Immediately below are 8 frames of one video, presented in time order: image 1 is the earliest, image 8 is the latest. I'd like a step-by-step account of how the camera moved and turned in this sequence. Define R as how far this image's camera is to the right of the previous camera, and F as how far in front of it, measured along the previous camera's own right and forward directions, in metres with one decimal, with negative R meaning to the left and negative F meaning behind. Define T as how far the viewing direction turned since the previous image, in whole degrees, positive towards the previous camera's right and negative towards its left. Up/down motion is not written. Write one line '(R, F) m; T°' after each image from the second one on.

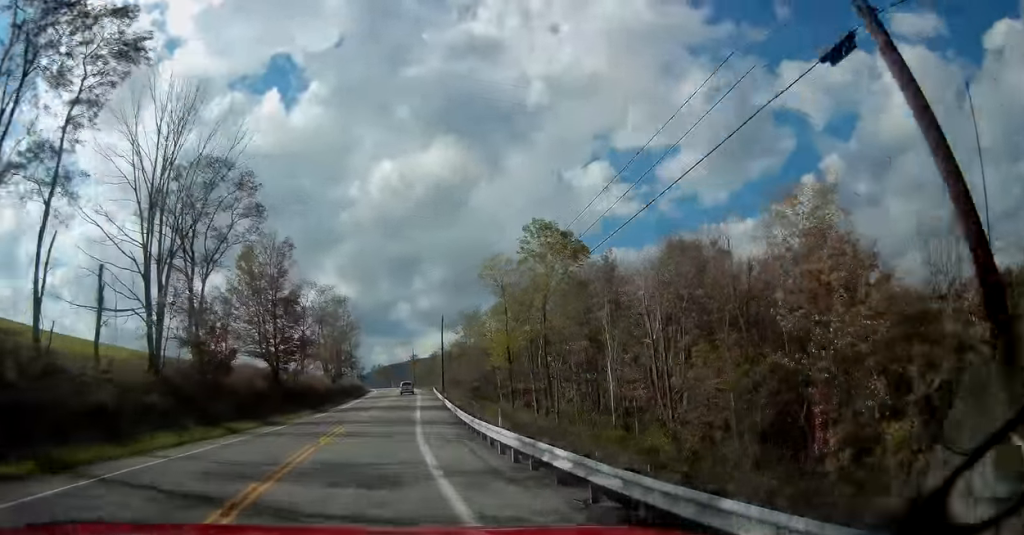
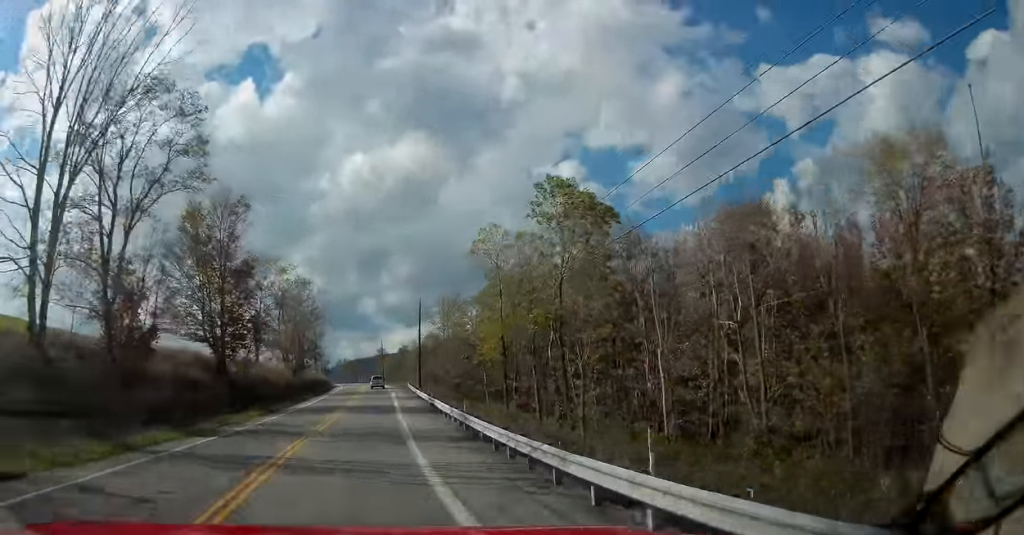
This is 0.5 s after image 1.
(+0.3, +10.1) m; +2°
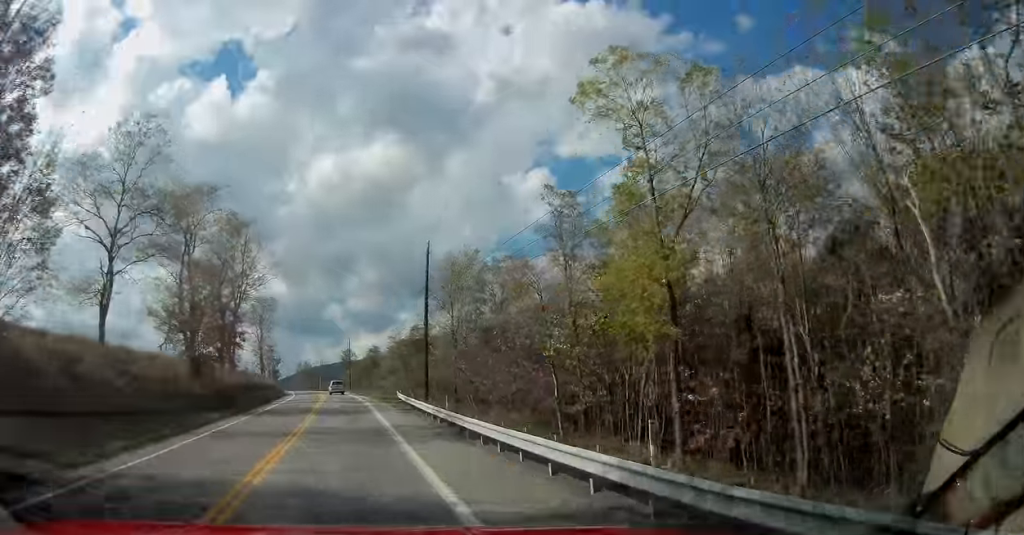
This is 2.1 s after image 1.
(+1.1, +30.2) m; +3°
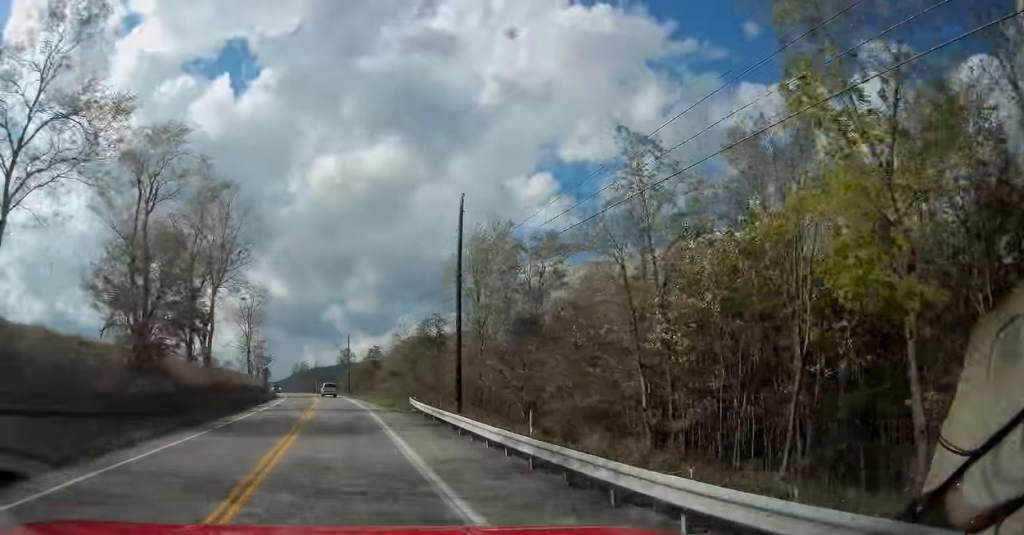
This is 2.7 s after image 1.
(+0.3, +10.2) m; 0°
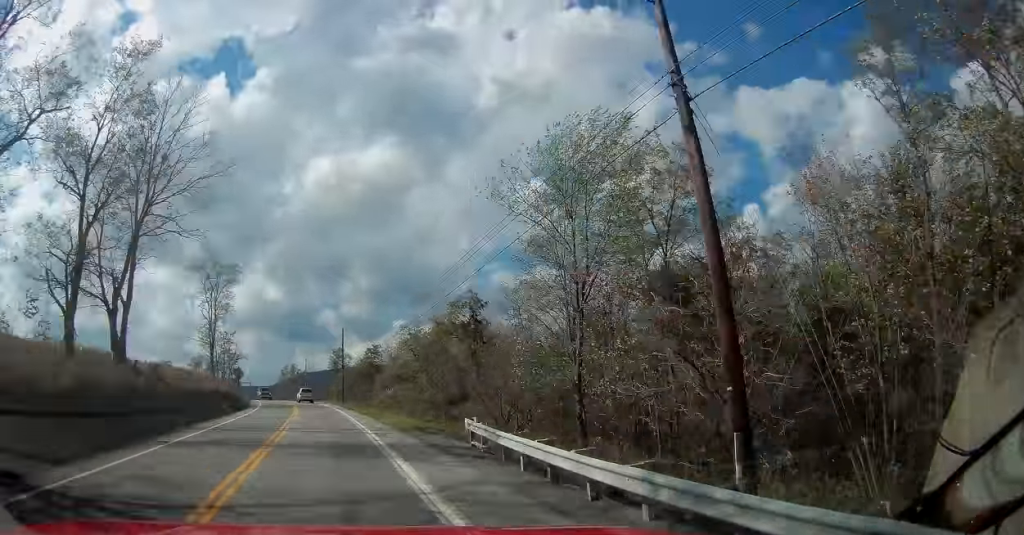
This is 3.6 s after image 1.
(-0.5, +18.6) m; -2°
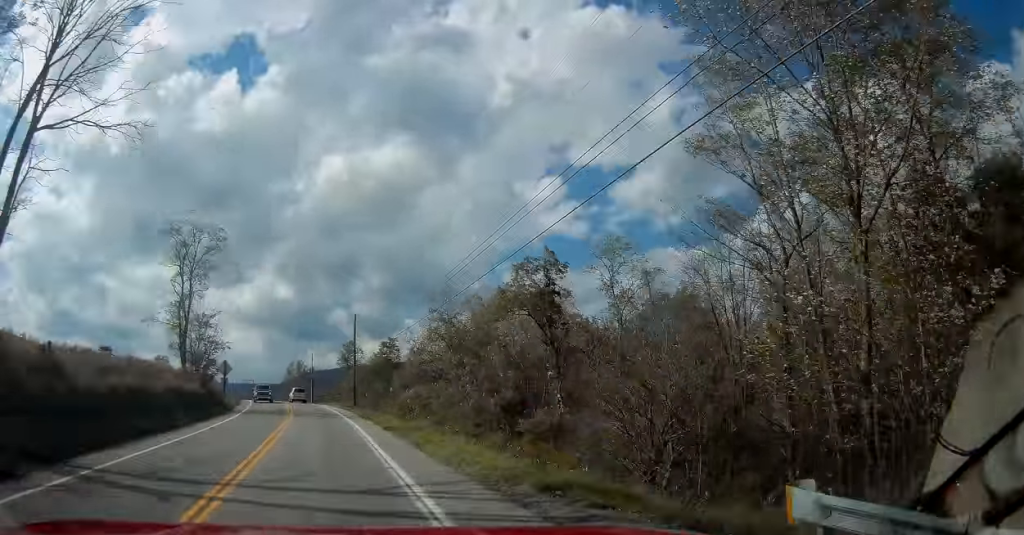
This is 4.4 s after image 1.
(-0.1, +14.0) m; -1°
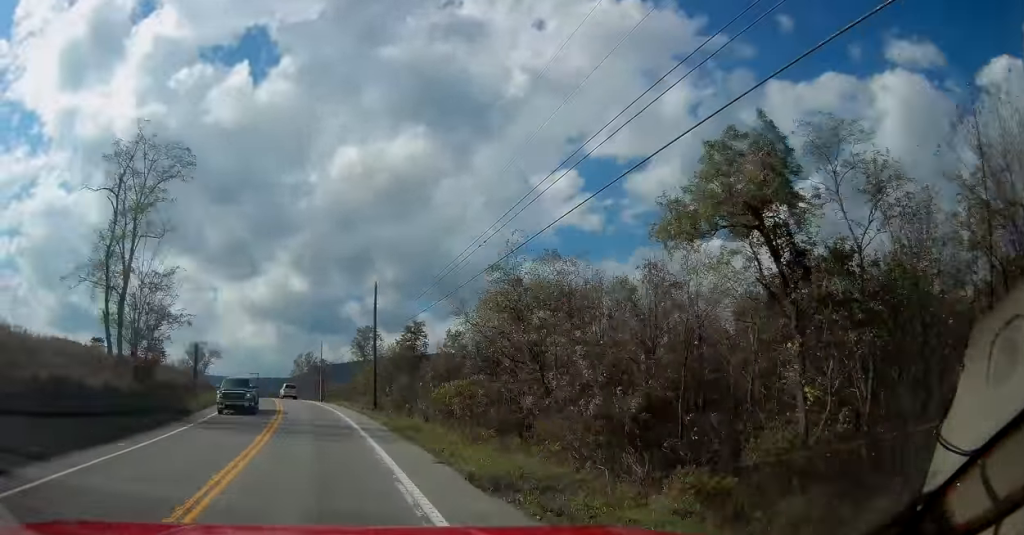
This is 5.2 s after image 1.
(-0.2, +15.8) m; -2°
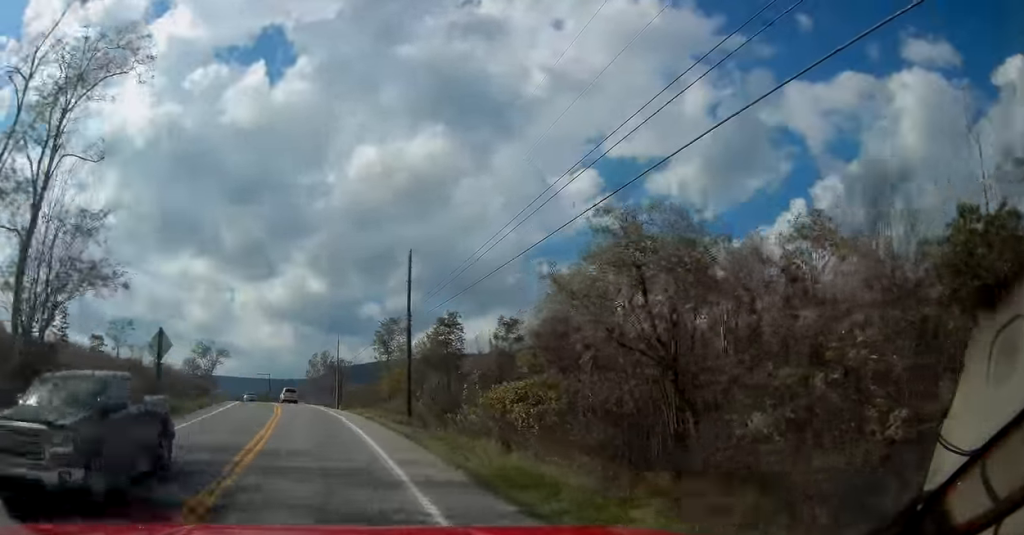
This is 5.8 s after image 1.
(-0.2, +12.0) m; -2°
